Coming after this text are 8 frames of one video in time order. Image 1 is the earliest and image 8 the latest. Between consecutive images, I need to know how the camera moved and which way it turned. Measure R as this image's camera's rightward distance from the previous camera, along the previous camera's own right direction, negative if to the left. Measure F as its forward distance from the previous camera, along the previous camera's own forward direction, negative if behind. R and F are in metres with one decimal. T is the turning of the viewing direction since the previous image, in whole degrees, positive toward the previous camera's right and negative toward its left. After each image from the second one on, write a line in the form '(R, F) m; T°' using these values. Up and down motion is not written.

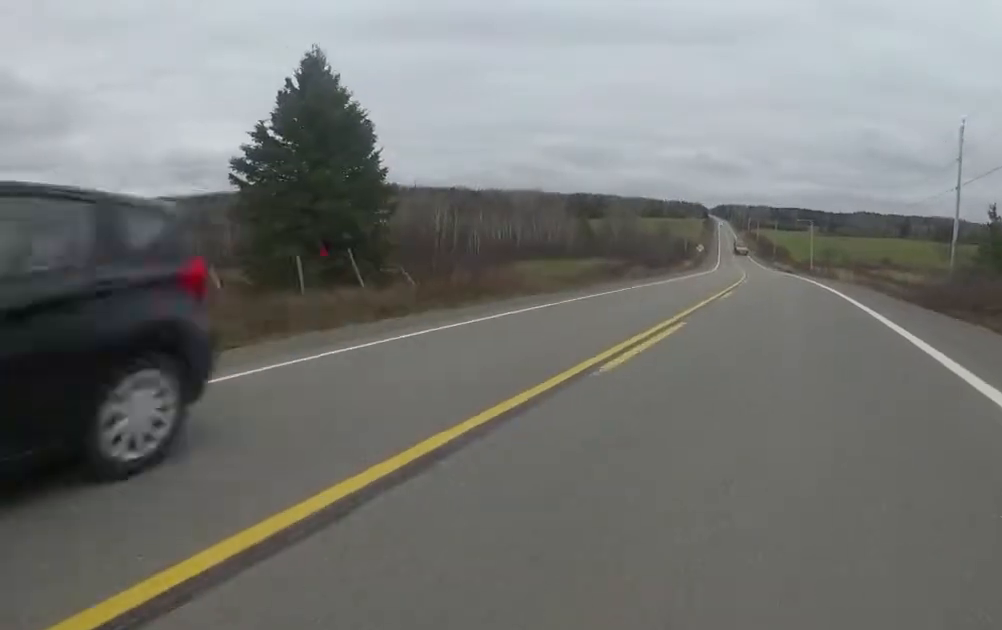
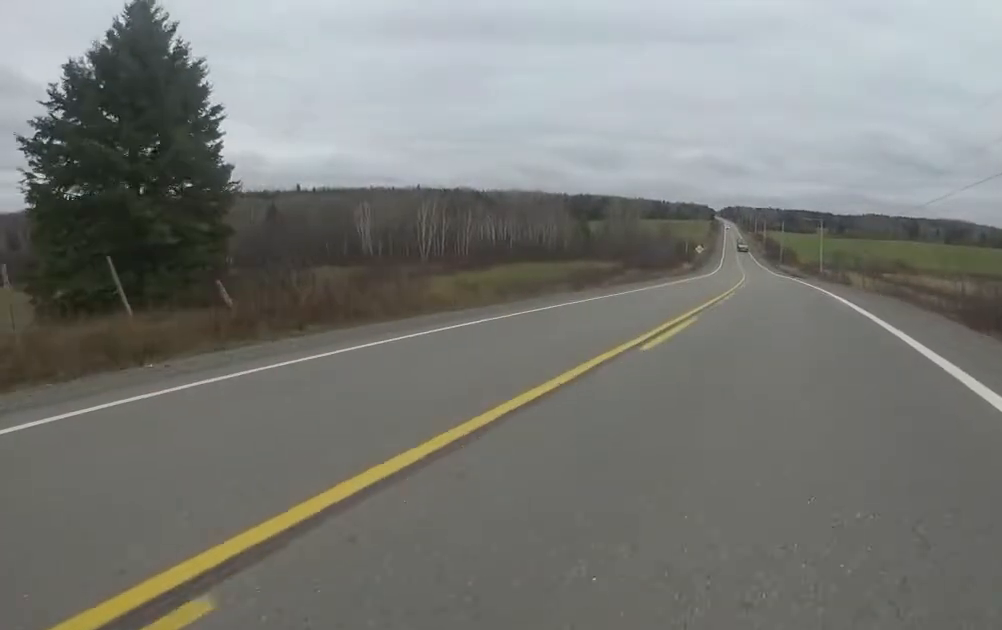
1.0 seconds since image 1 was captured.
(+0.4, +7.4) m; 0°
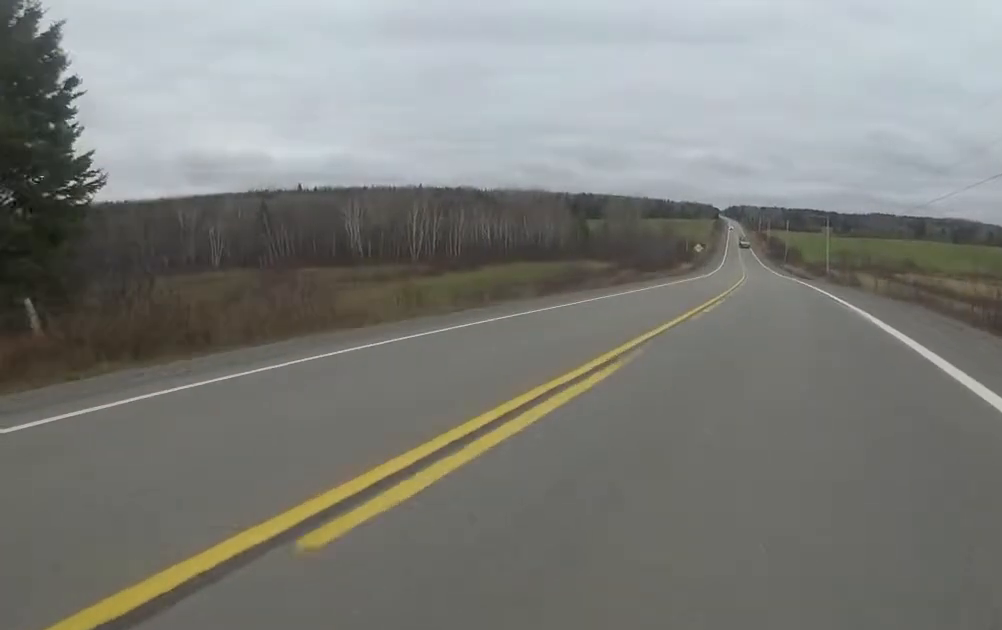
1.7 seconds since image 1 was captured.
(-0.2, +4.7) m; -3°
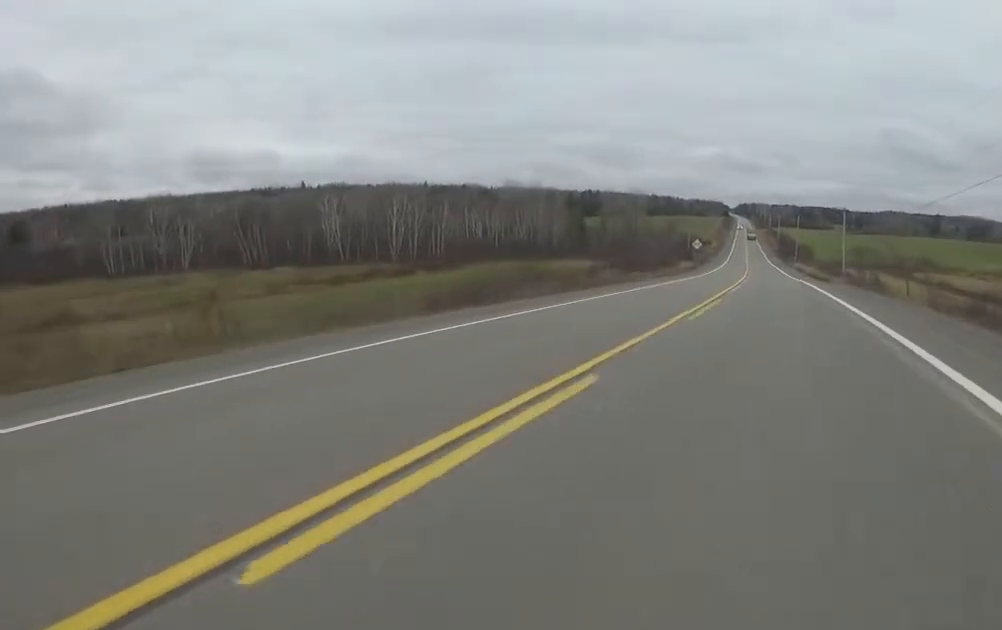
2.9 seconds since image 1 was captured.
(0.0, +9.3) m; 0°
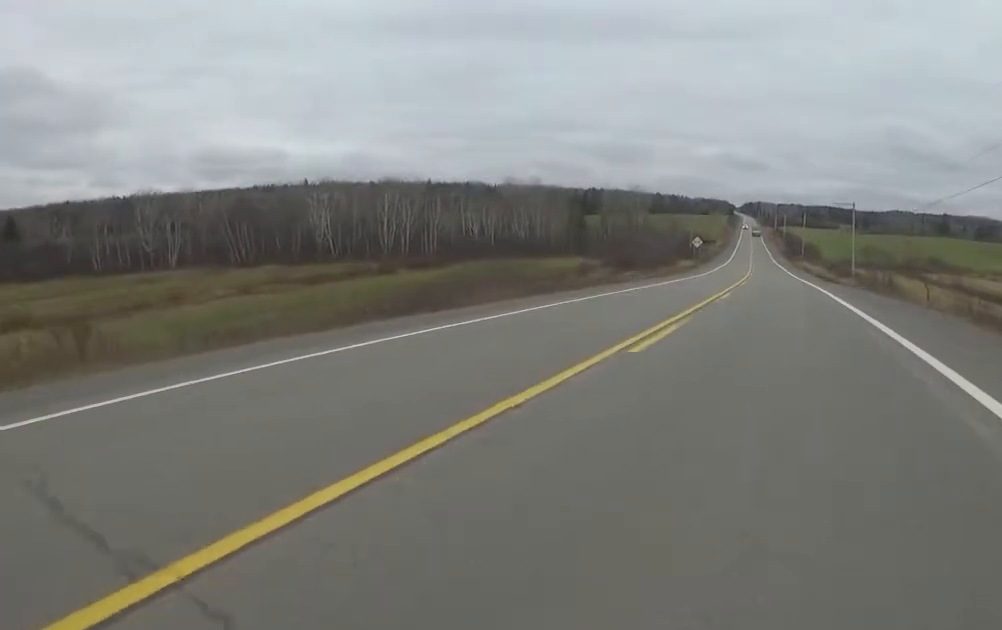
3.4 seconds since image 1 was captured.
(0.0, +4.1) m; 0°
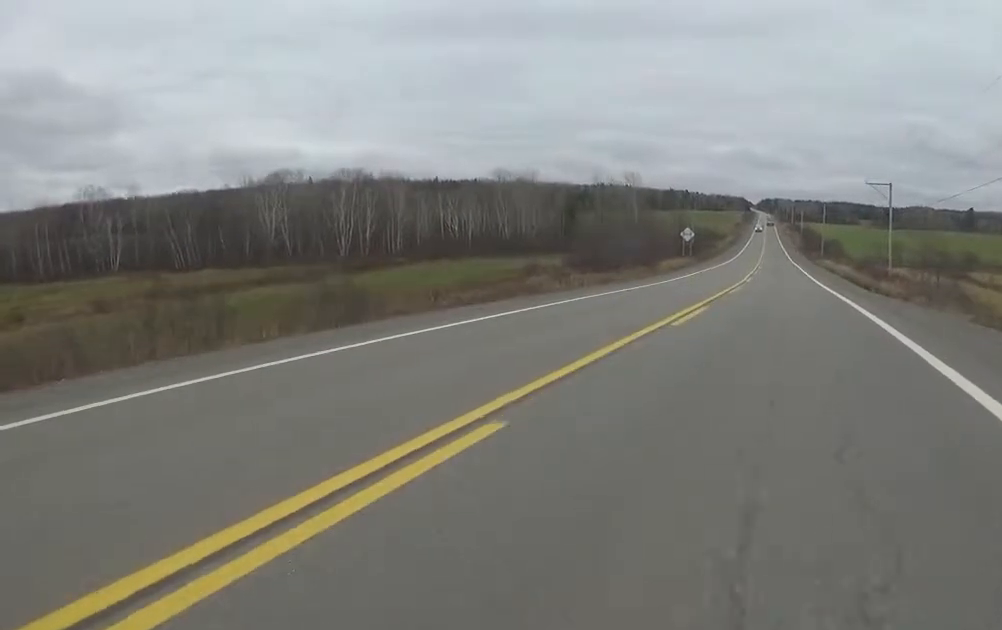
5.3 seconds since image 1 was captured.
(0.0, +14.6) m; -1°
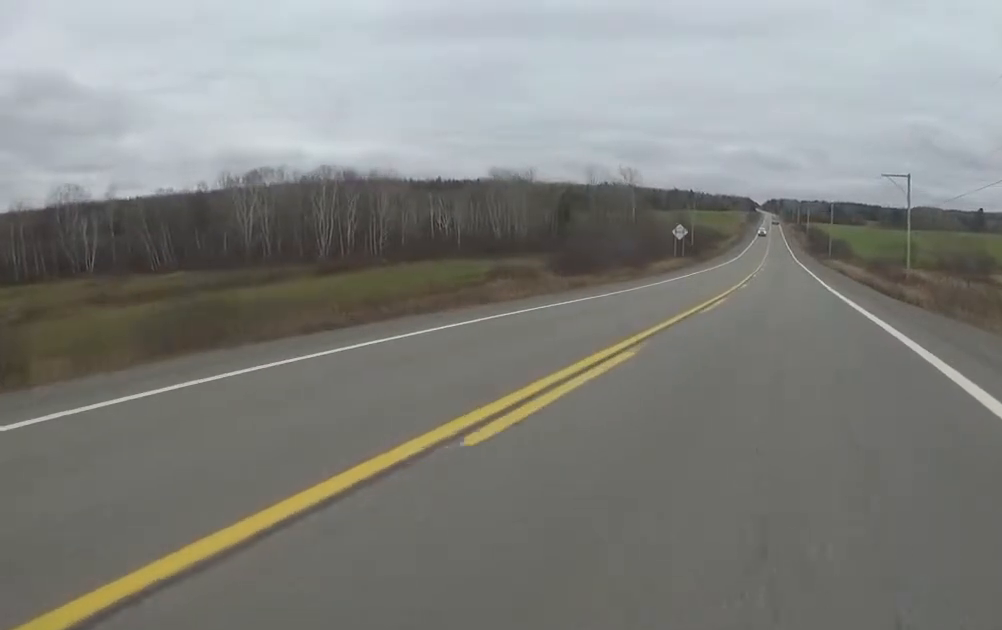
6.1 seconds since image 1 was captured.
(-0.1, +5.6) m; -1°
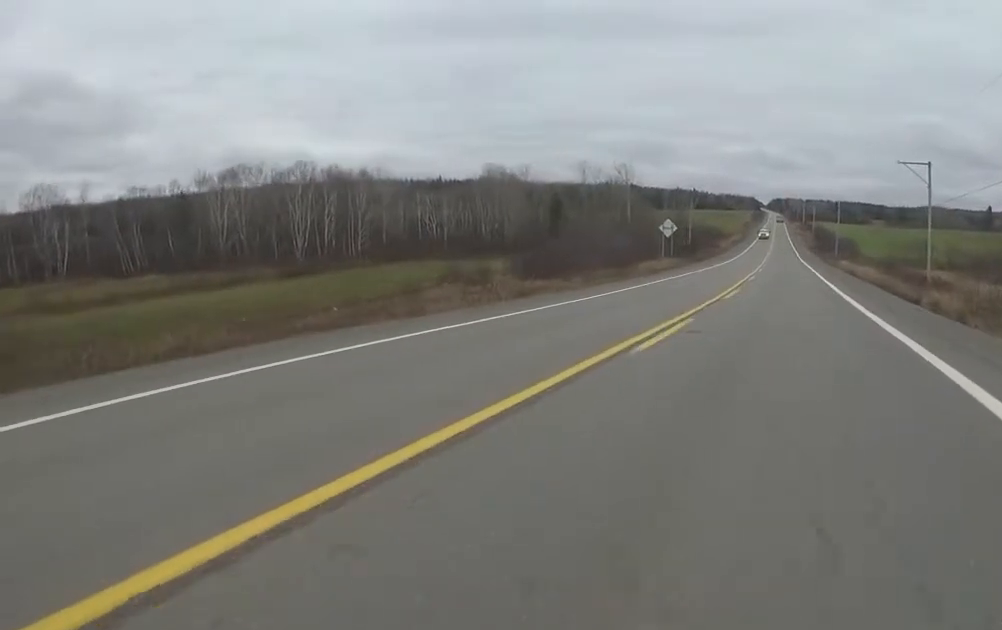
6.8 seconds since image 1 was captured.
(-0.1, +5.6) m; -1°
